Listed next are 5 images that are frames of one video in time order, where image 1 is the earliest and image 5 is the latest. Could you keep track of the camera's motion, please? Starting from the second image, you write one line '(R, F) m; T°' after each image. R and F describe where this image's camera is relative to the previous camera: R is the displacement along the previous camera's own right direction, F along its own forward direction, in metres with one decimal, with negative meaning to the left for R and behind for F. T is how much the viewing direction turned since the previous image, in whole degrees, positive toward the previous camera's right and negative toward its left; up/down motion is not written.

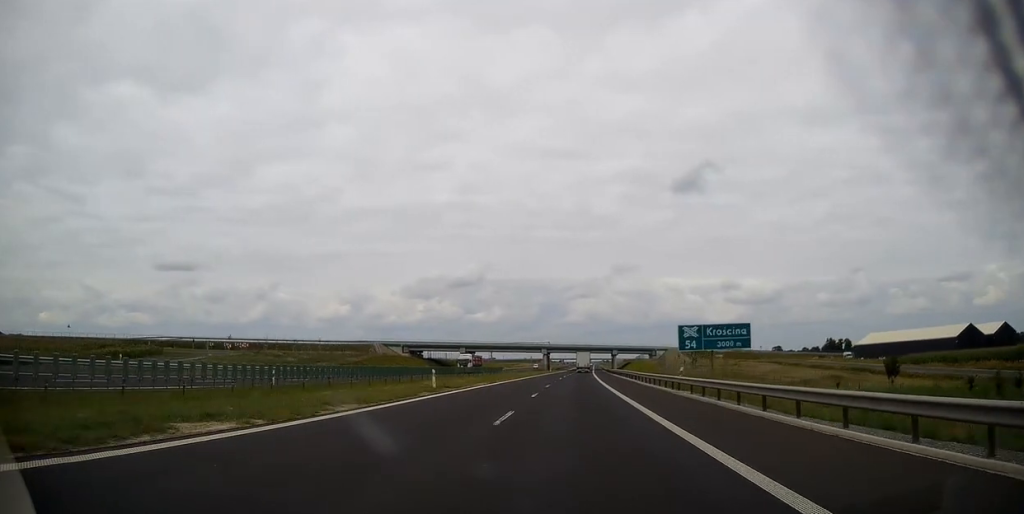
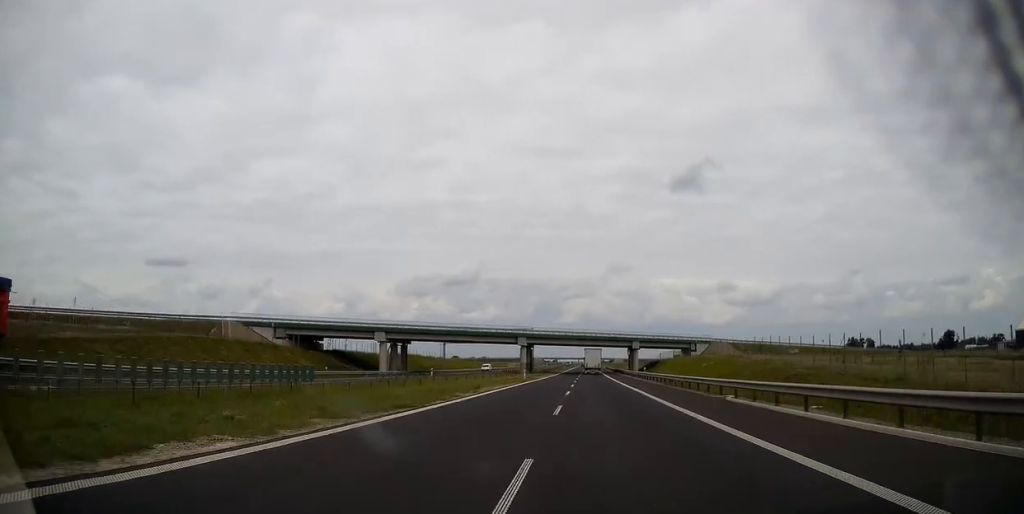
(+0.9, +68.4) m; +1°
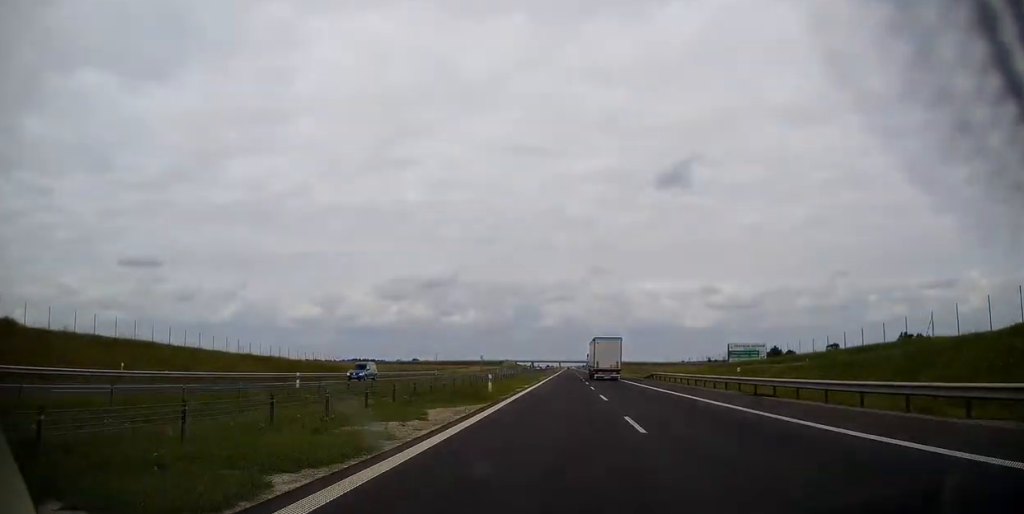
(+1.9, +136.4) m; +2°
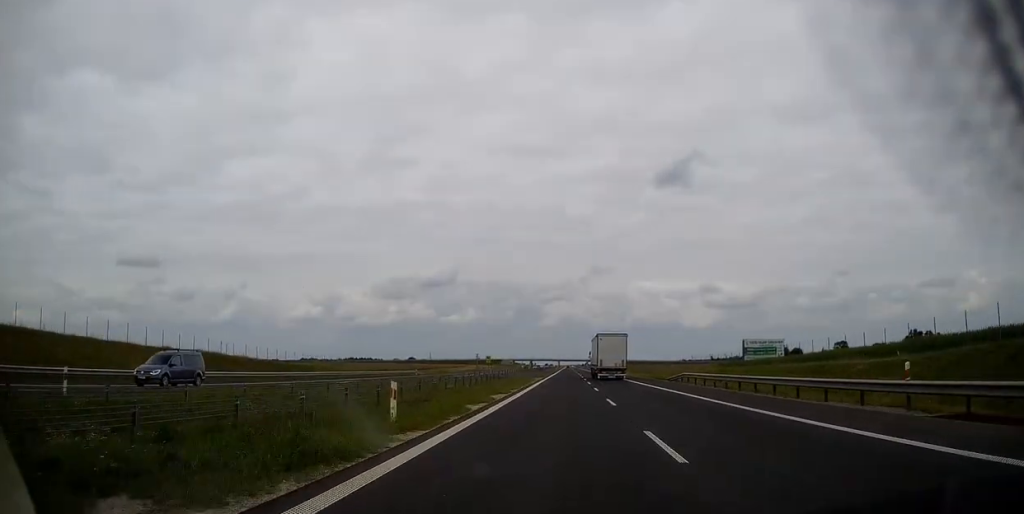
(+0.1, +16.0) m; 0°
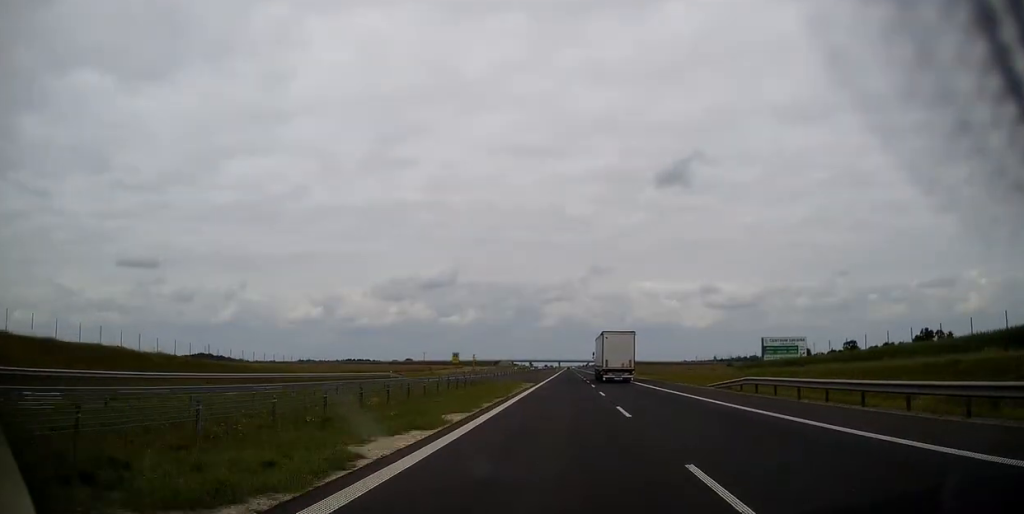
(+0.1, +16.0) m; 0°
